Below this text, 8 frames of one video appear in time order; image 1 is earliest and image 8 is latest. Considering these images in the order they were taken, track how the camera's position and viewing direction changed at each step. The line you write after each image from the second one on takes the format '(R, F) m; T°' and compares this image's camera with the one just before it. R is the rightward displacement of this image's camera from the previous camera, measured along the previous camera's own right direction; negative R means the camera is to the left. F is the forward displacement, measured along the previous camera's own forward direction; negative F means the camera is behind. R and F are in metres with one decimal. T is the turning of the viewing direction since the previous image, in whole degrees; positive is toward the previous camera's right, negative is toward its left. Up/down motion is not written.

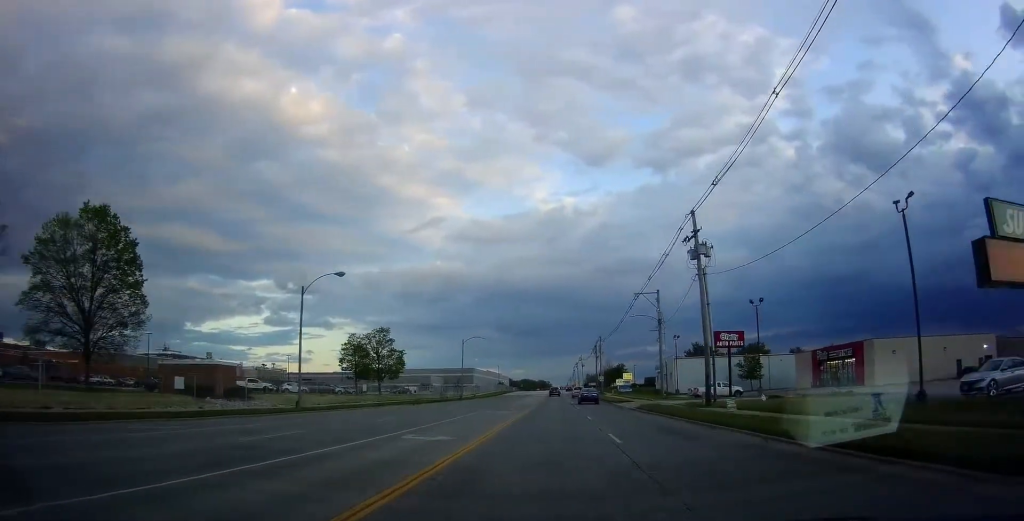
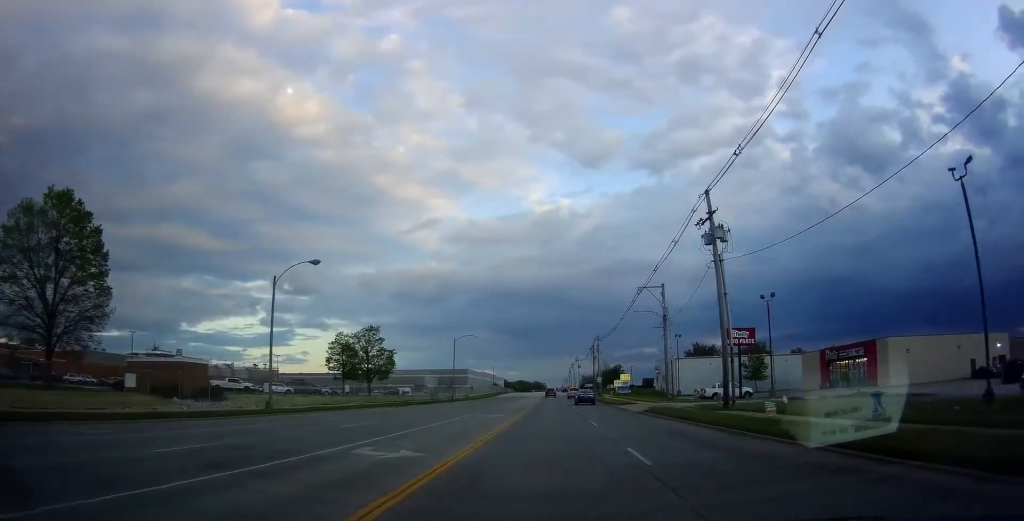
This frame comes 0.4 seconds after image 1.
(+0.3, +4.4) m; +2°
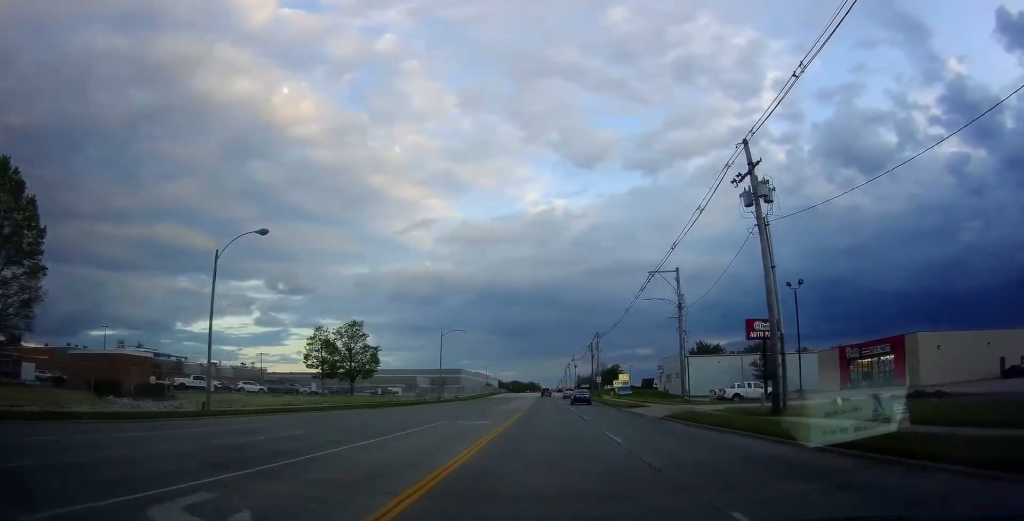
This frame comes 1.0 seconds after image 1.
(+0.2, +7.4) m; +1°
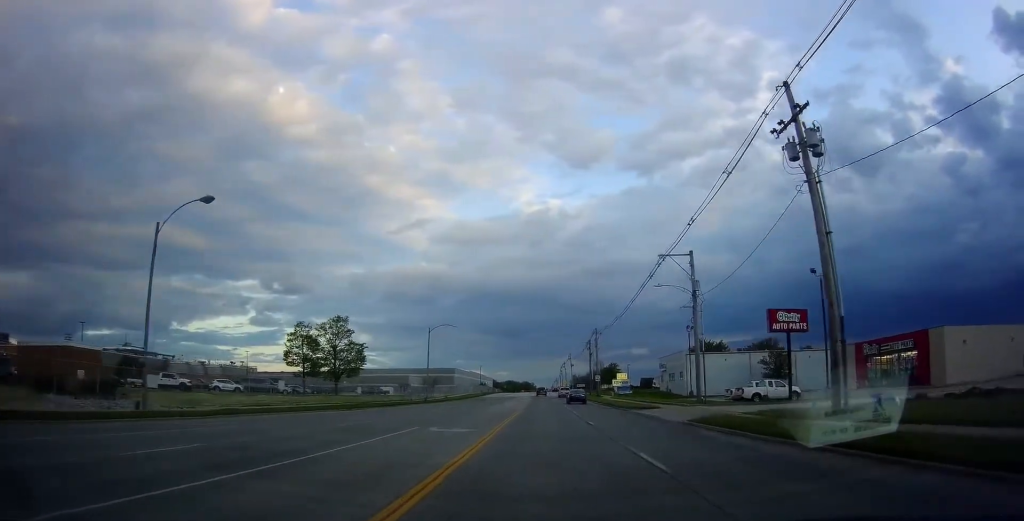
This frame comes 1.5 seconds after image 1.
(0.0, +5.2) m; 0°
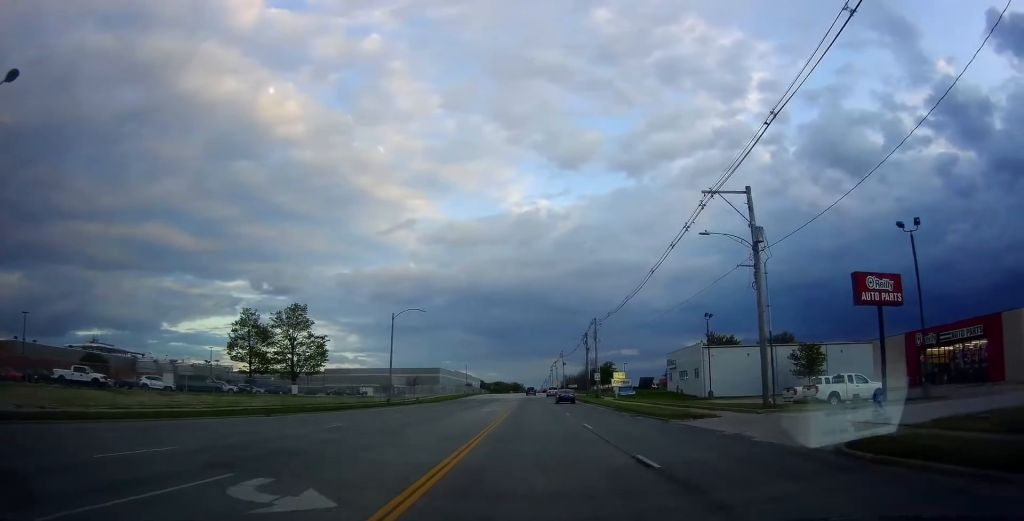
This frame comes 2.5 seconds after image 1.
(0.0, +13.2) m; 0°
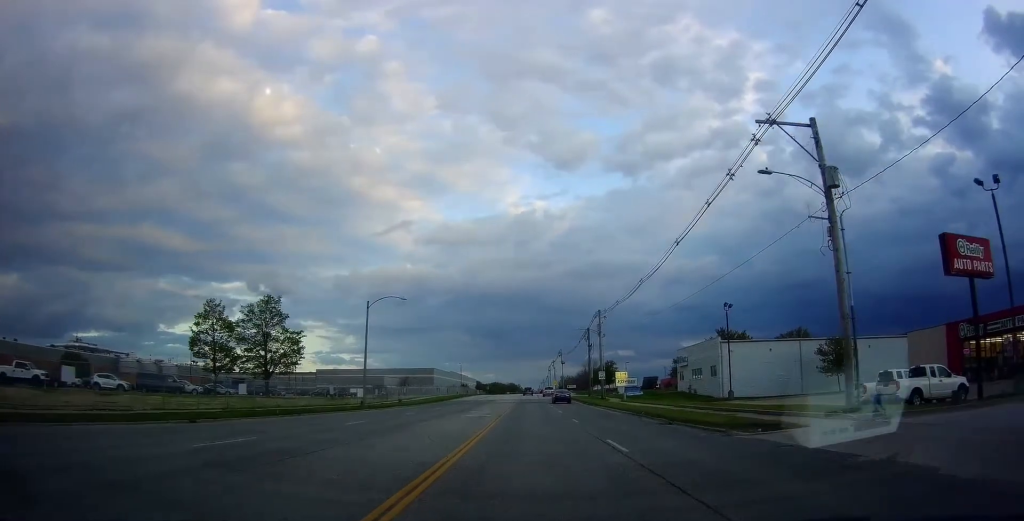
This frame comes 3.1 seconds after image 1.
(0.0, +8.1) m; 0°
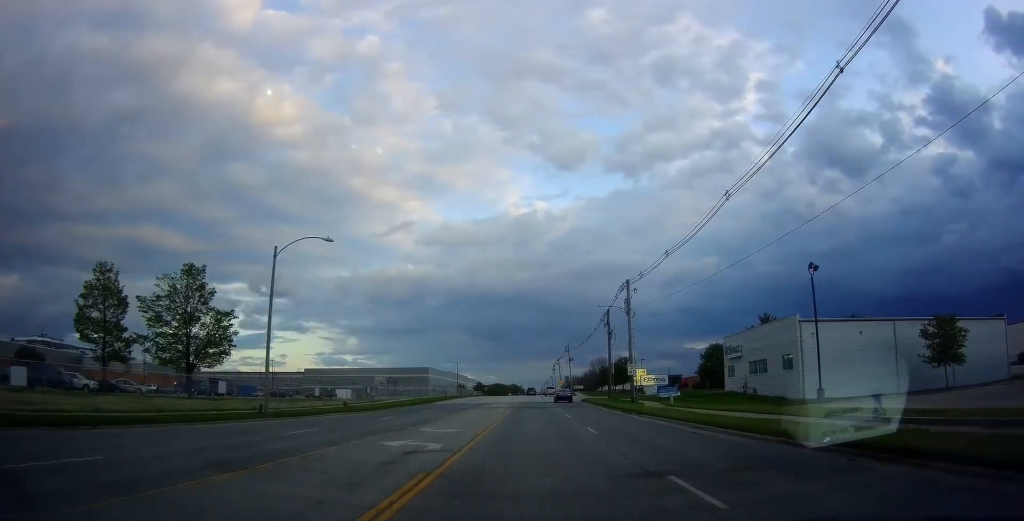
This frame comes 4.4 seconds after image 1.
(0.0, +18.9) m; +2°
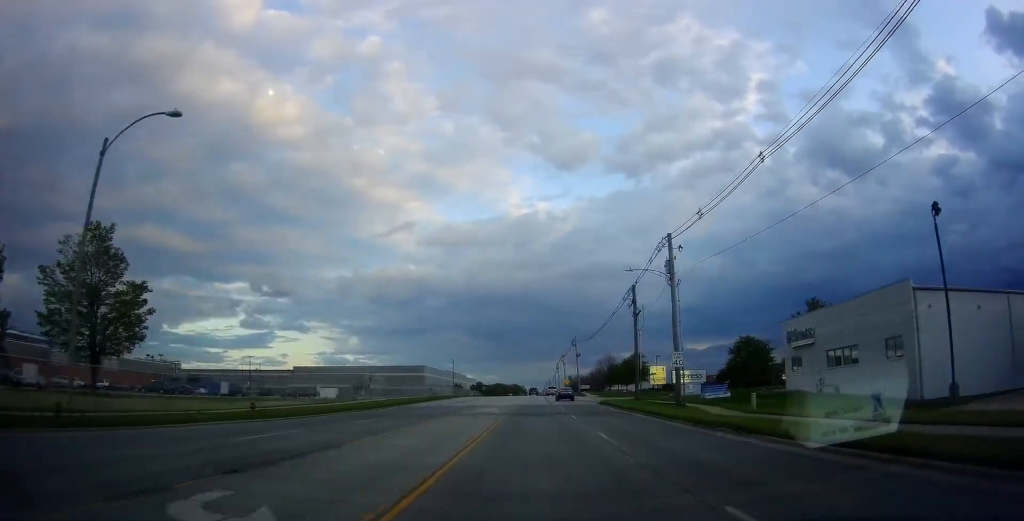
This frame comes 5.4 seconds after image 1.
(+0.6, +15.2) m; +1°
